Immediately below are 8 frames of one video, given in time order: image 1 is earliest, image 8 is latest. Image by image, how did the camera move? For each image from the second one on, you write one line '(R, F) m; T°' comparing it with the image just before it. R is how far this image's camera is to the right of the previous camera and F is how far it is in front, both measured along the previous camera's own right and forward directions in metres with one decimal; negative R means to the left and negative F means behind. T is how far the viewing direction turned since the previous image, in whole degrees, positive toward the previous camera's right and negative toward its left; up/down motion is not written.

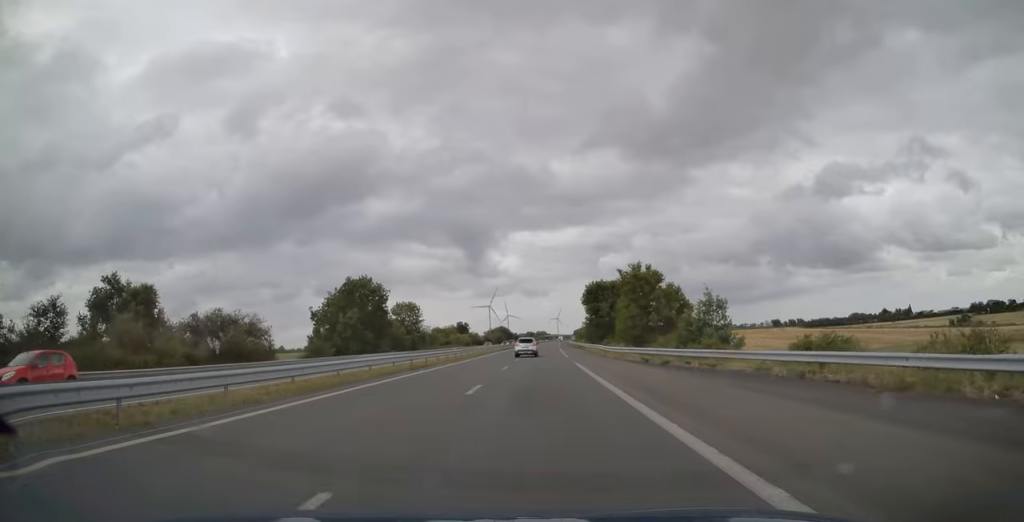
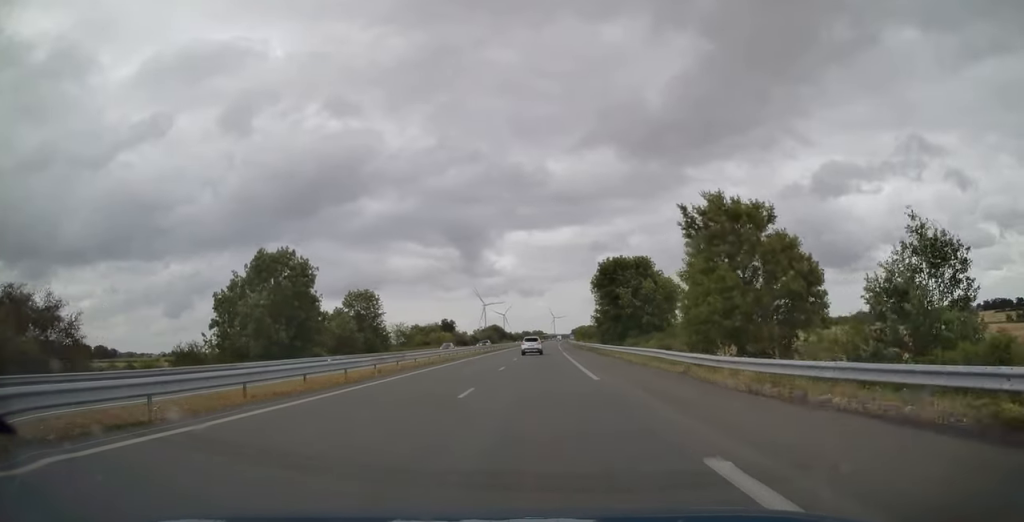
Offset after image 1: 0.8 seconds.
(+0.2, +26.8) m; +1°
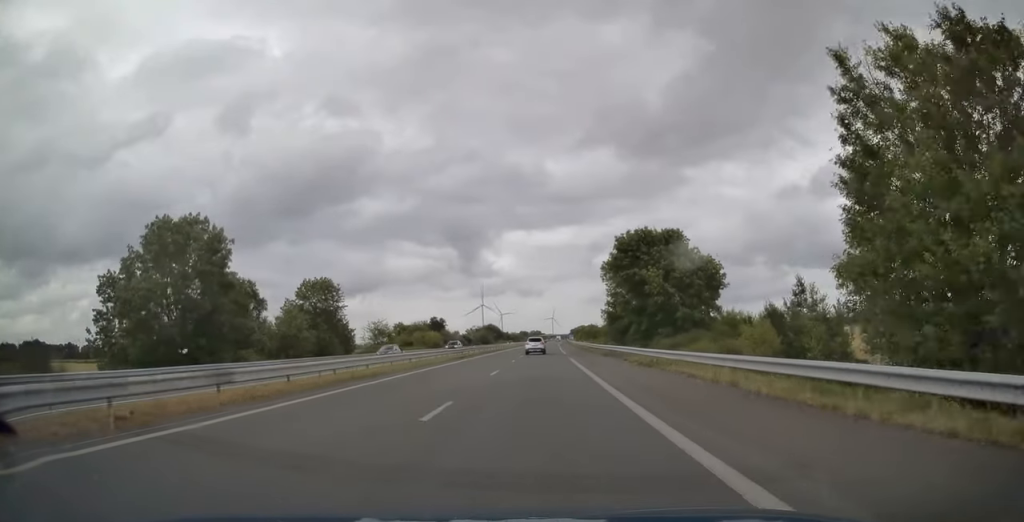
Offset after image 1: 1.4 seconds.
(-0.1, +17.1) m; 0°
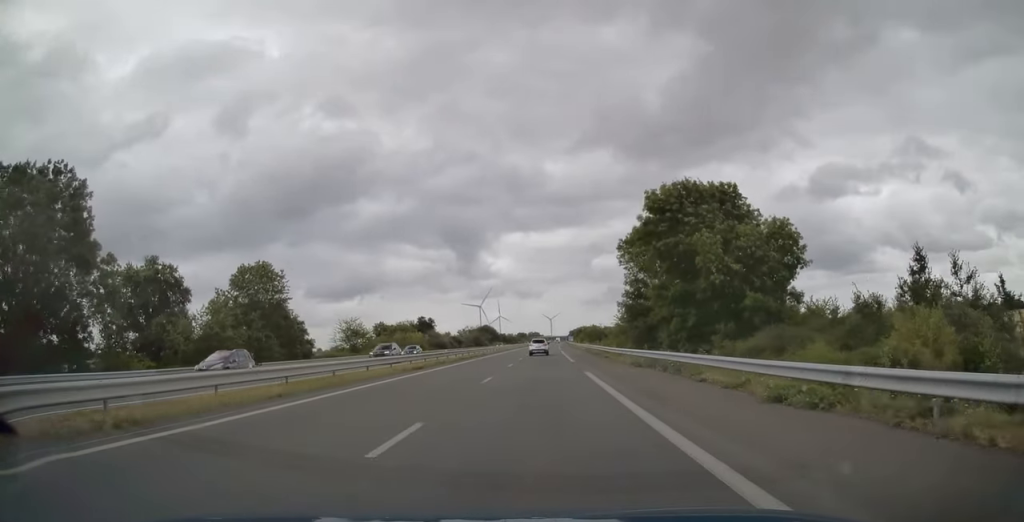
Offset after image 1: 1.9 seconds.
(+0.2, +16.1) m; 0°
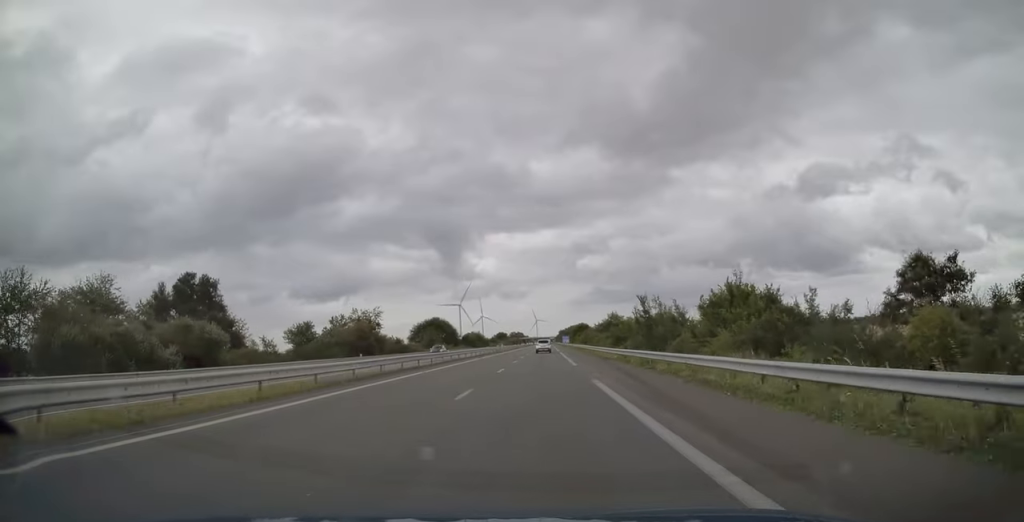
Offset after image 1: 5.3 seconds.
(+0.6, +109.3) m; +1°
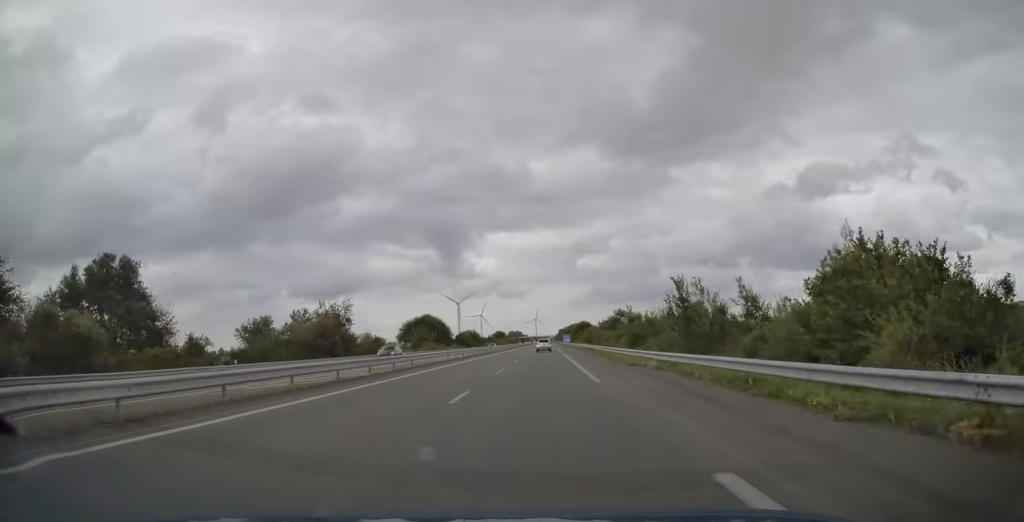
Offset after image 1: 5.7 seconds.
(+0.1, +13.9) m; 0°
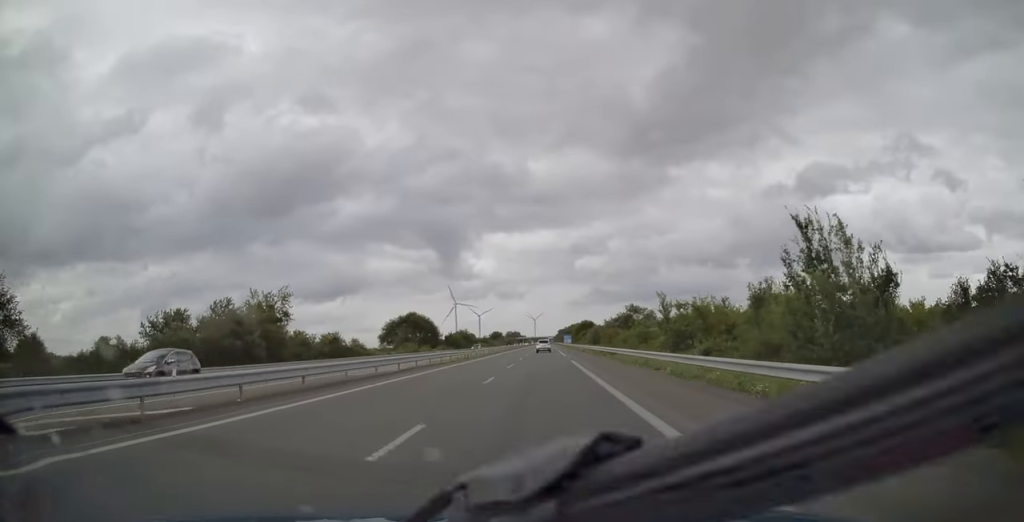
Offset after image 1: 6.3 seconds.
(+0.3, +19.3) m; 0°
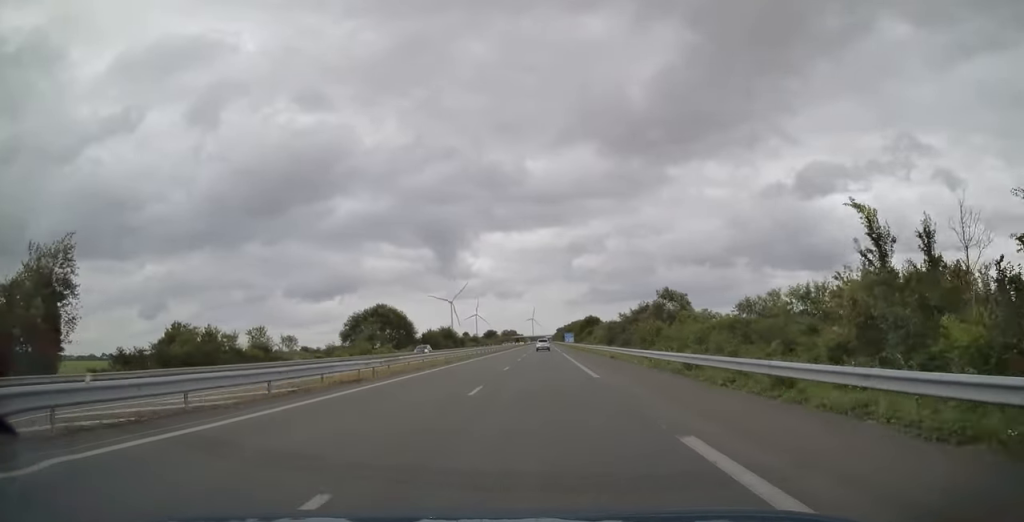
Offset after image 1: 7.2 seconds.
(-0.3, +30.5) m; 0°
